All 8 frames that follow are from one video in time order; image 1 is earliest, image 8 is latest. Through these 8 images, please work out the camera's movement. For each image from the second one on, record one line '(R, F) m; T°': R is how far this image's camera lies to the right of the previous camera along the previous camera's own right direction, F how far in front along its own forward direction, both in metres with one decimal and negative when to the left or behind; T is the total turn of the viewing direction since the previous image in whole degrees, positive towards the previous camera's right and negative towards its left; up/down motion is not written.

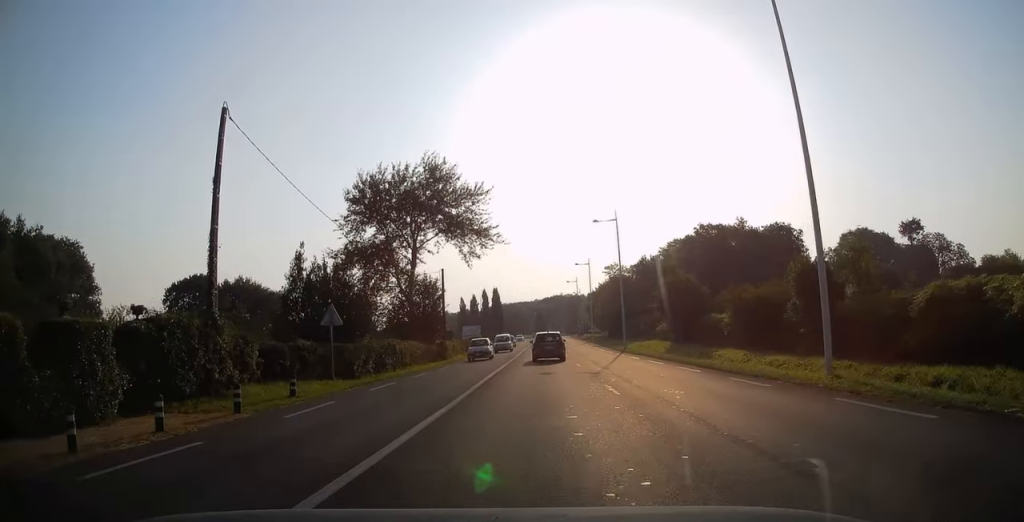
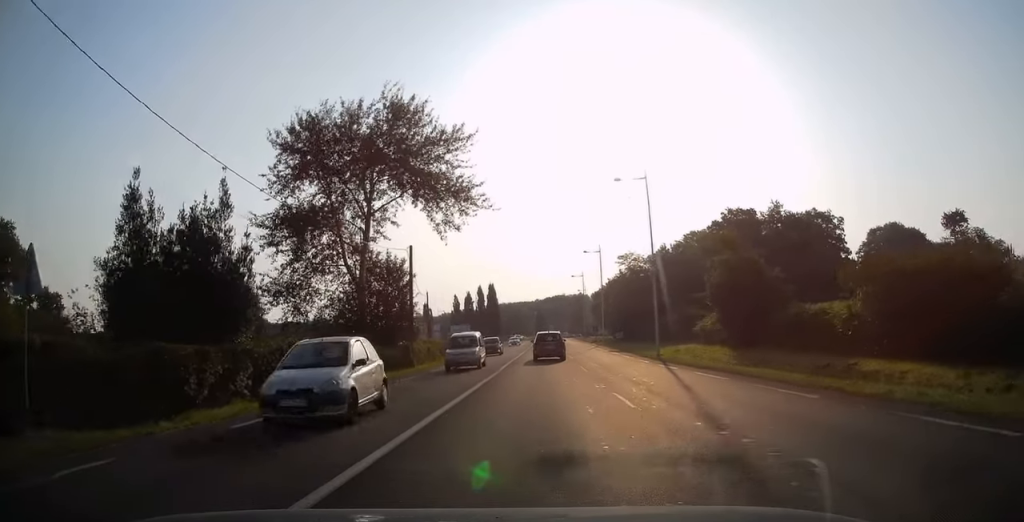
(0.0, +15.7) m; 0°
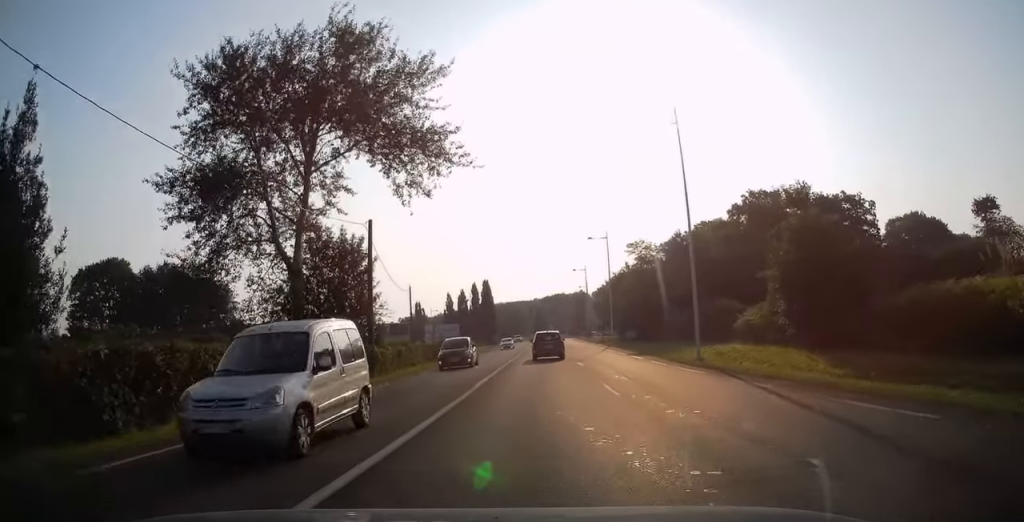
(0.0, +10.7) m; +1°
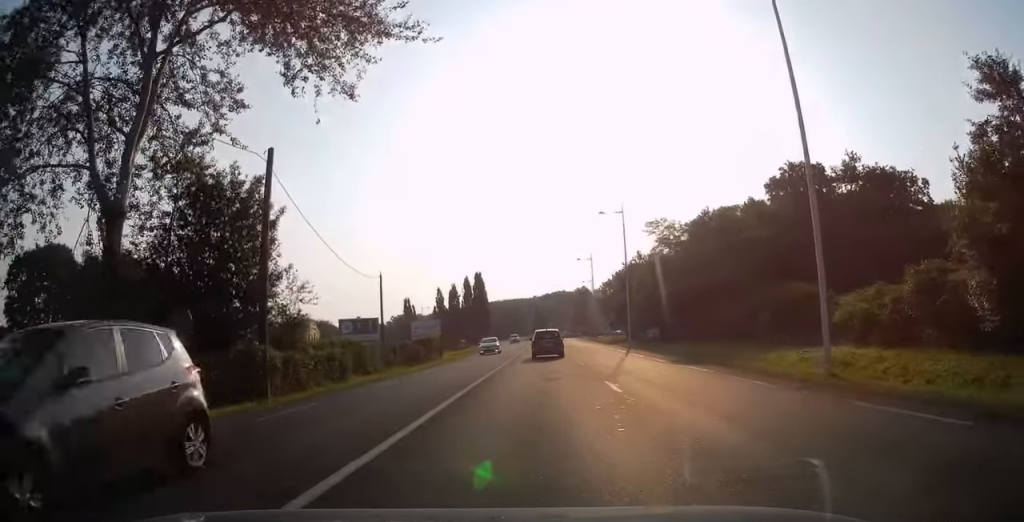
(+0.2, +13.9) m; +1°
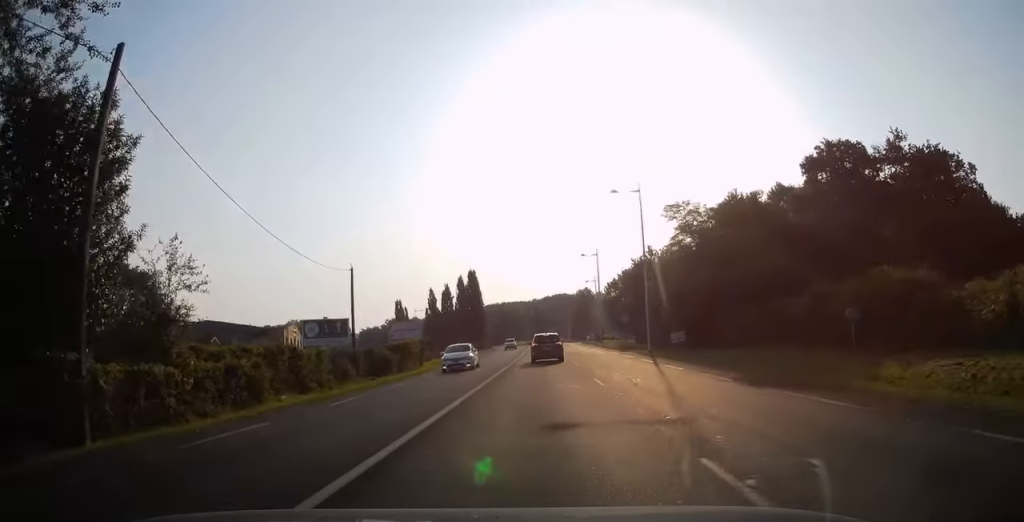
(+0.2, +9.9) m; 0°
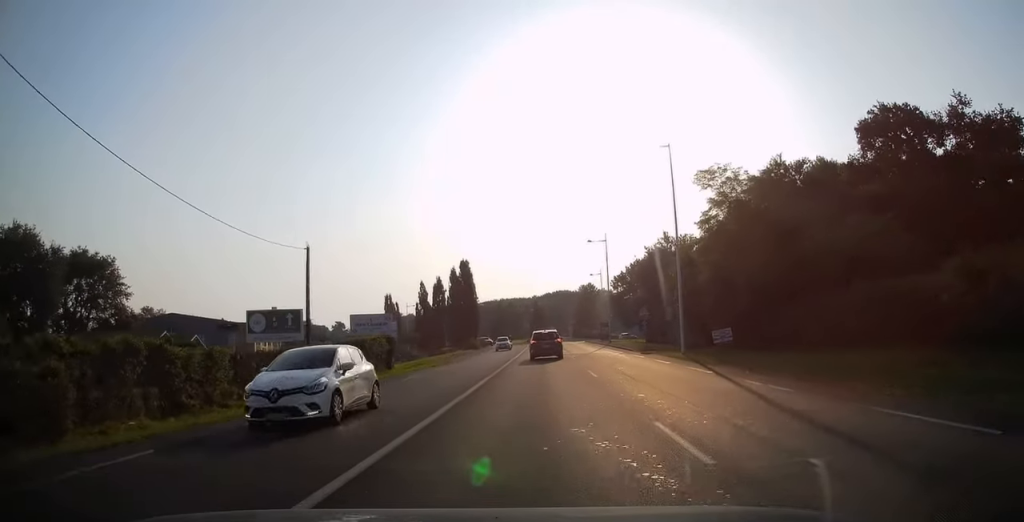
(-0.2, +10.8) m; -1°
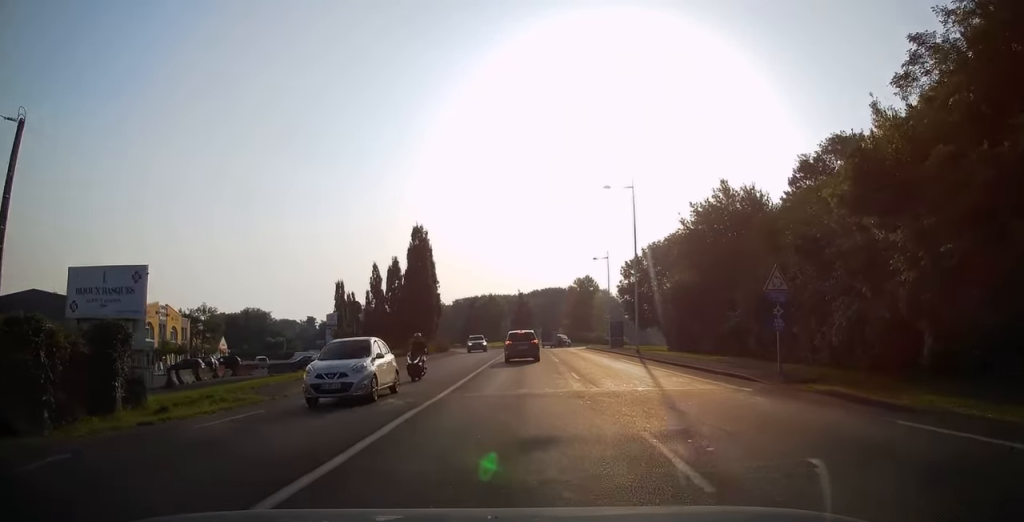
(+0.3, +27.8) m; +3°
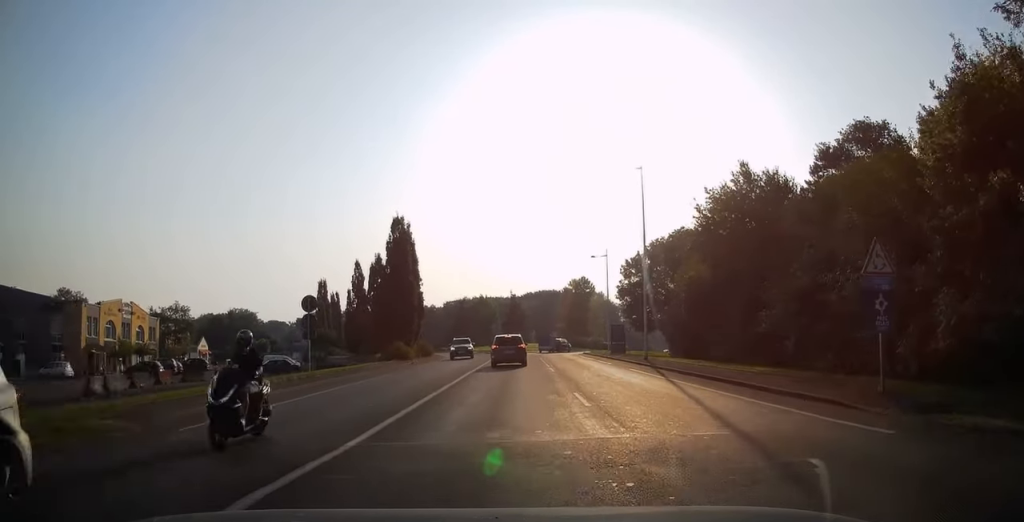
(+0.1, +6.3) m; +1°
